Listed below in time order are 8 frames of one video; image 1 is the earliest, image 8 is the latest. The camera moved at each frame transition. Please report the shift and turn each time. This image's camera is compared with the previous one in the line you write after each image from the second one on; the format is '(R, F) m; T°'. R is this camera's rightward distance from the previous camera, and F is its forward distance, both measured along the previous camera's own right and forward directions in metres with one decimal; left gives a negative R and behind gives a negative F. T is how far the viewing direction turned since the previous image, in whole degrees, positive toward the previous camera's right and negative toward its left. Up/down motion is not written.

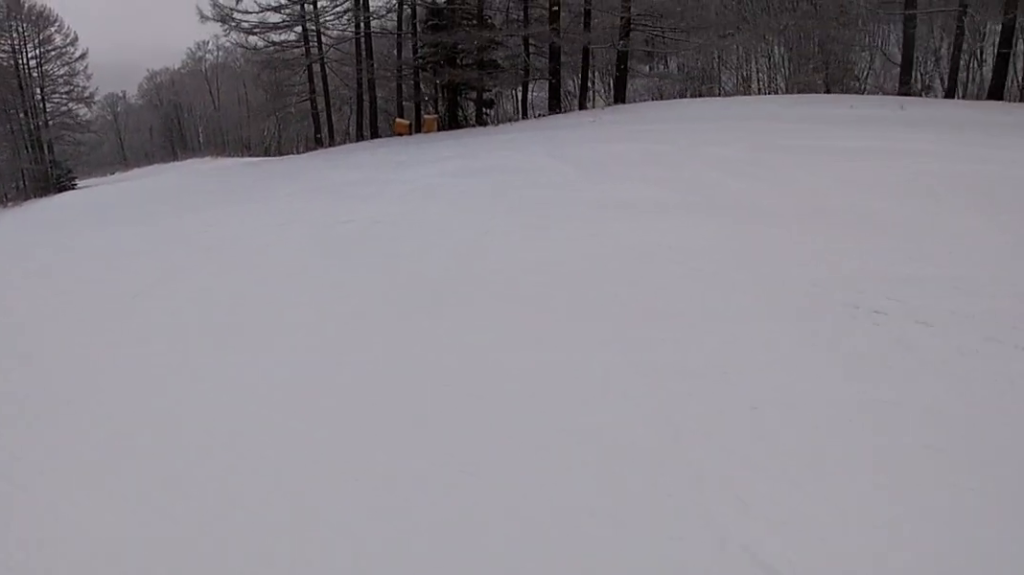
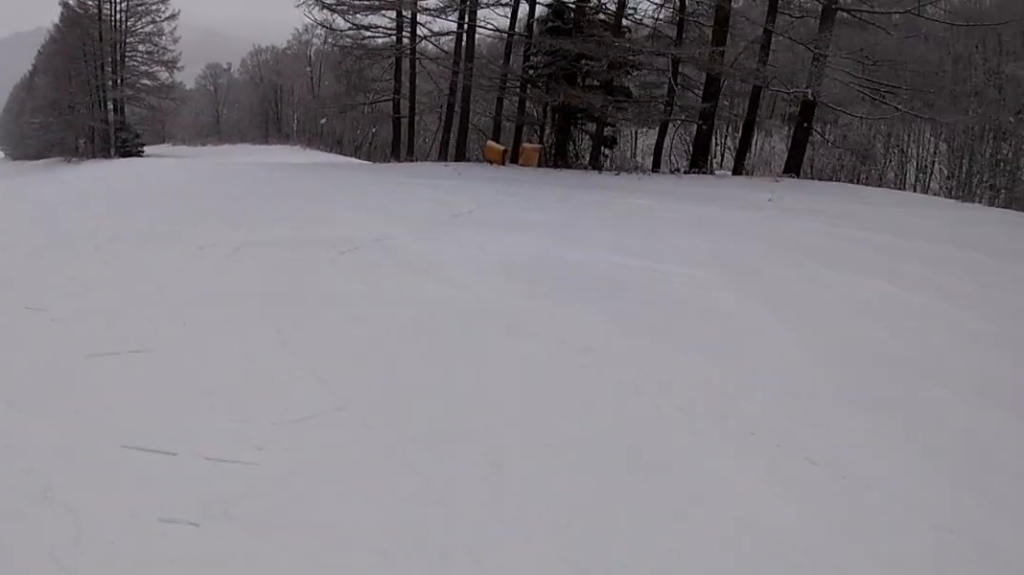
(-0.7, +8.2) m; -24°
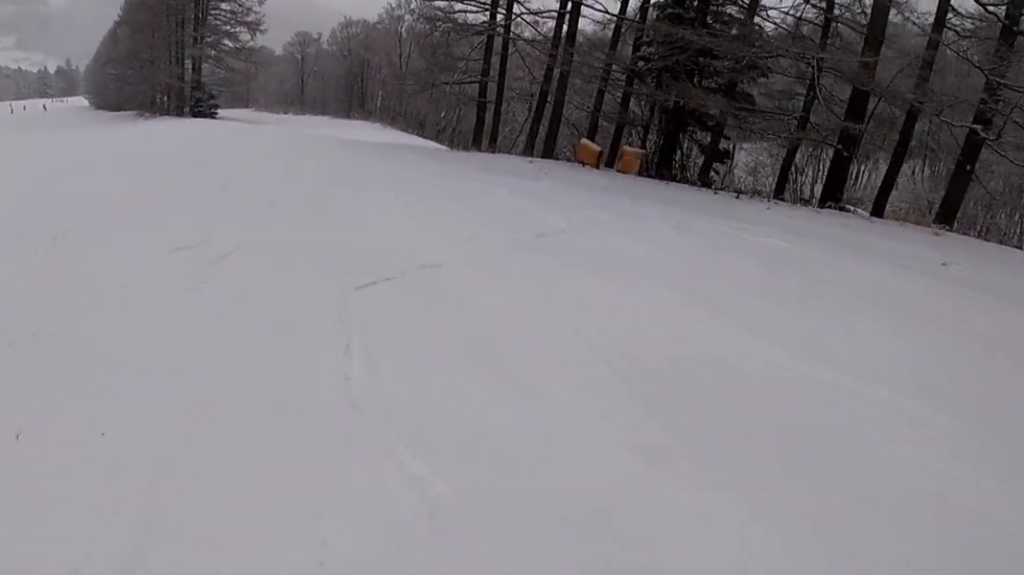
(-0.6, +3.4) m; -20°
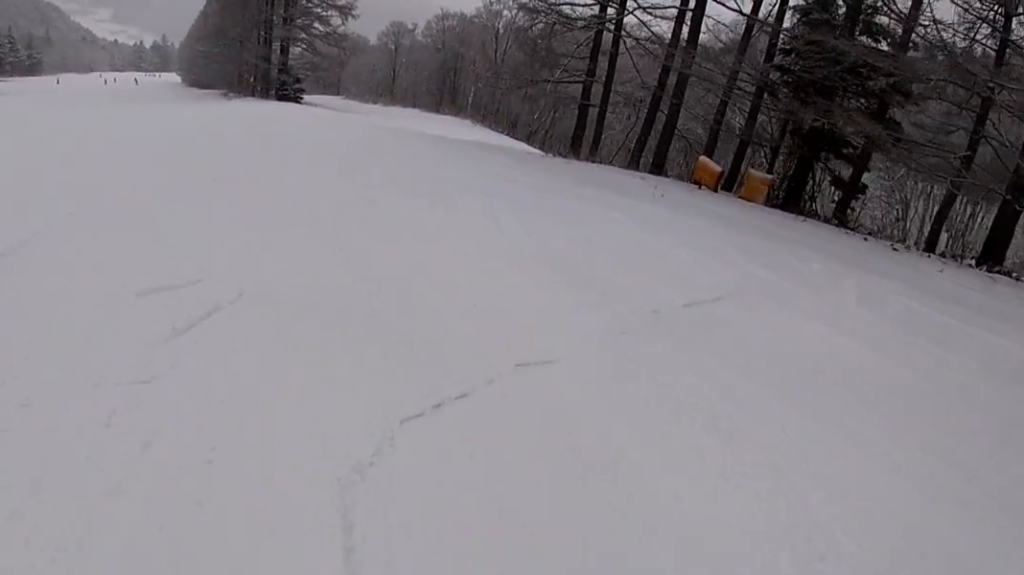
(+0.3, +2.8) m; -16°
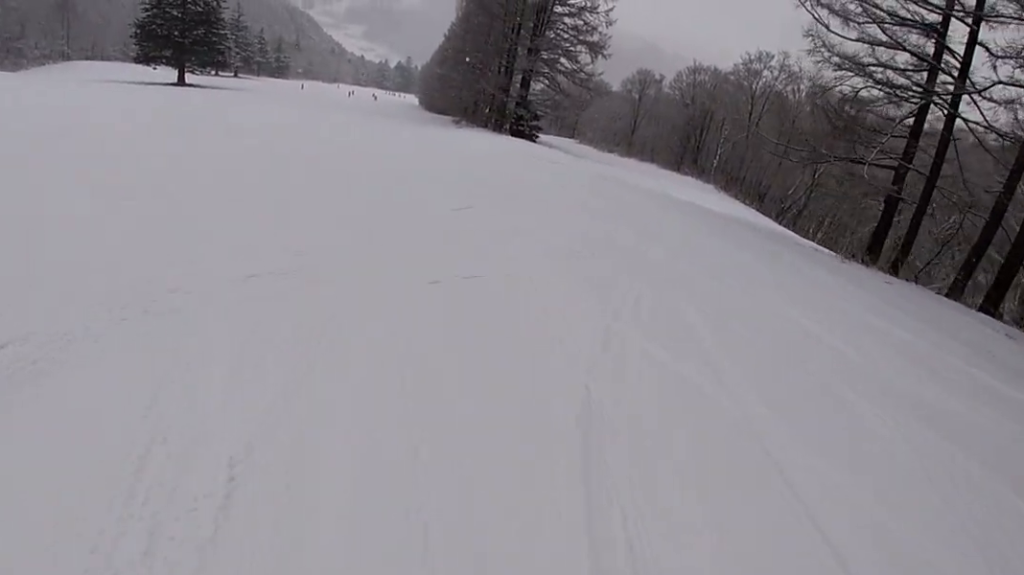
(-2.2, +5.5) m; -18°
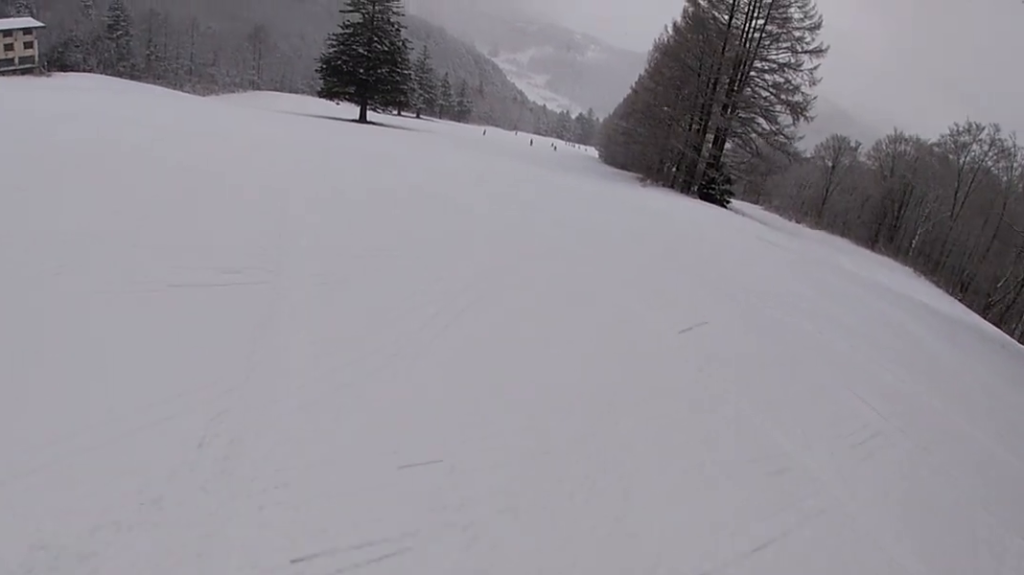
(-0.2, +3.3) m; -6°
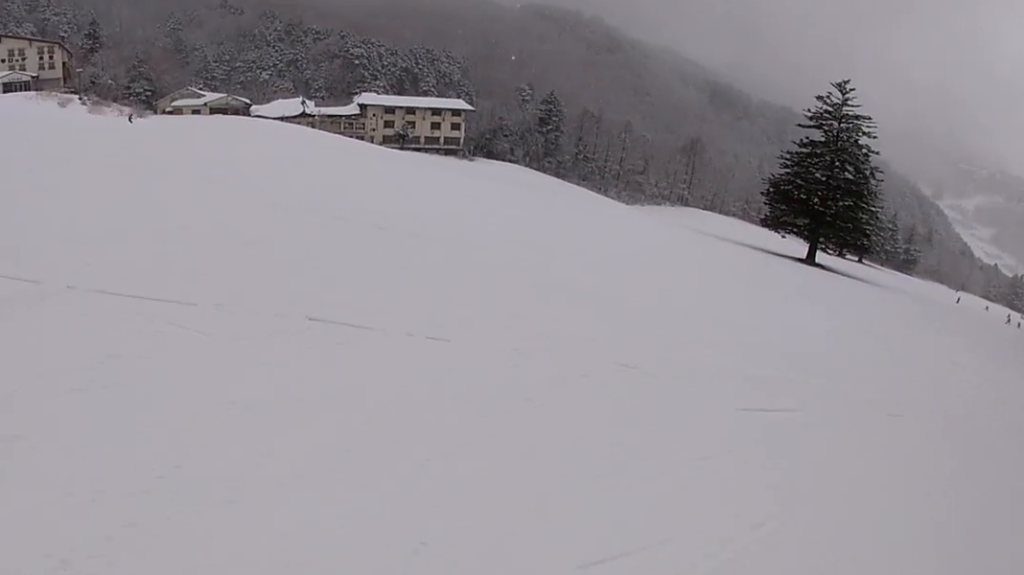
(-3.1, +14.1) m; -34°
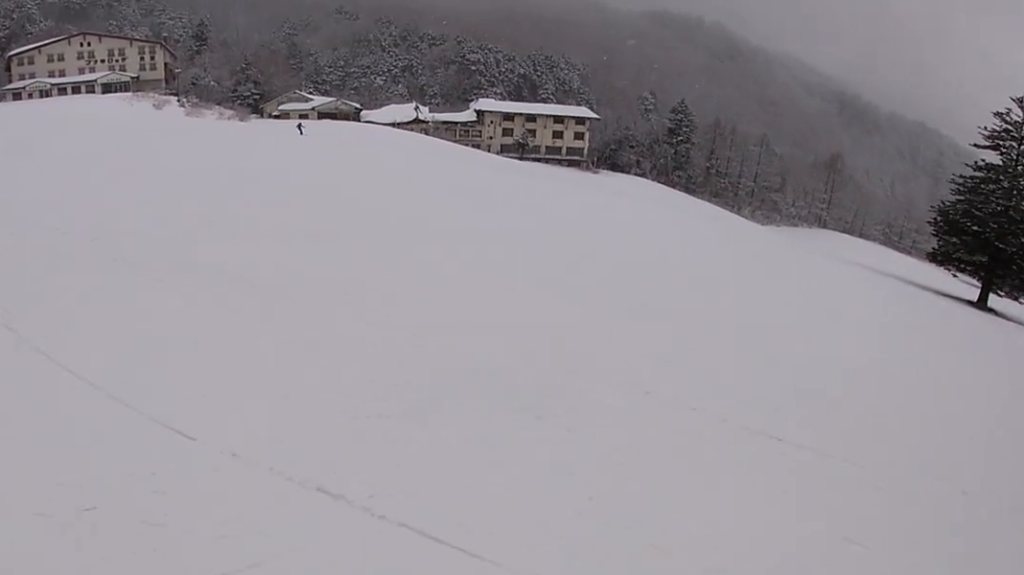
(-1.8, +7.5) m; -20°
